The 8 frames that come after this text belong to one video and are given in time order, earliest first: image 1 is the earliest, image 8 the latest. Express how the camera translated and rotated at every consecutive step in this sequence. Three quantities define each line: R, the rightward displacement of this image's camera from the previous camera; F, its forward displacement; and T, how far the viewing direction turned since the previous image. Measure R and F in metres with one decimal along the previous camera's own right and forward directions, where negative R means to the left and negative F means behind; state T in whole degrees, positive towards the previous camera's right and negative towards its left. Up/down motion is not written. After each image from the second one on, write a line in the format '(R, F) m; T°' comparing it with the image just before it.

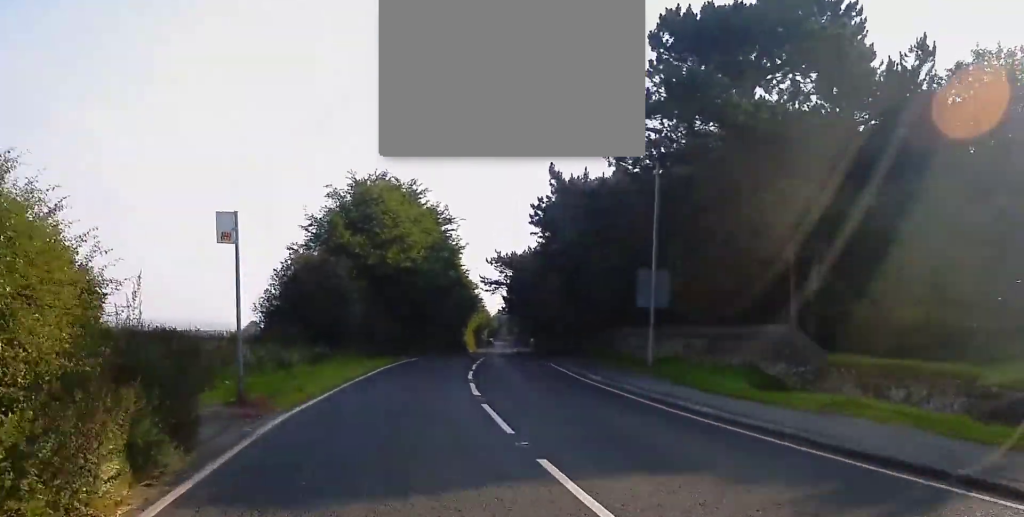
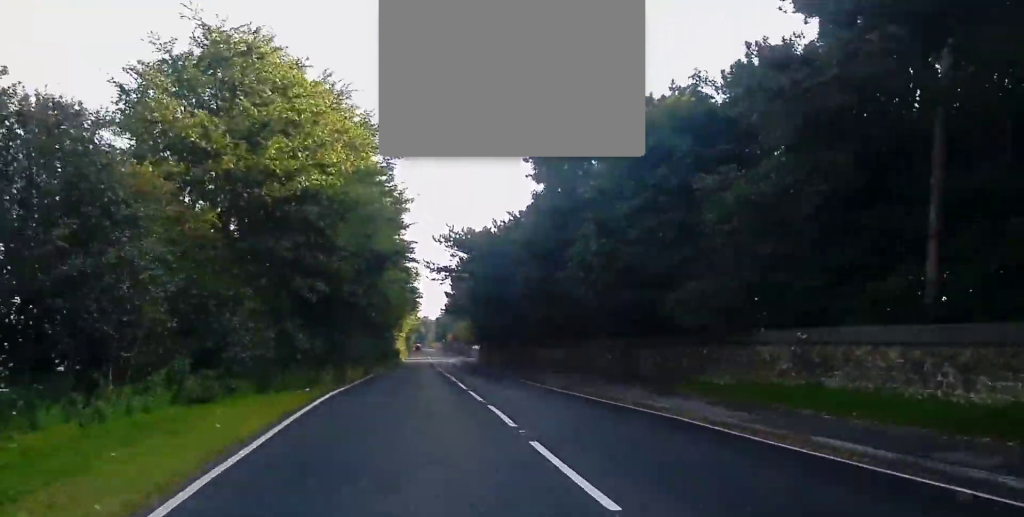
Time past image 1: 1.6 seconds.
(+0.7, +22.1) m; +4°
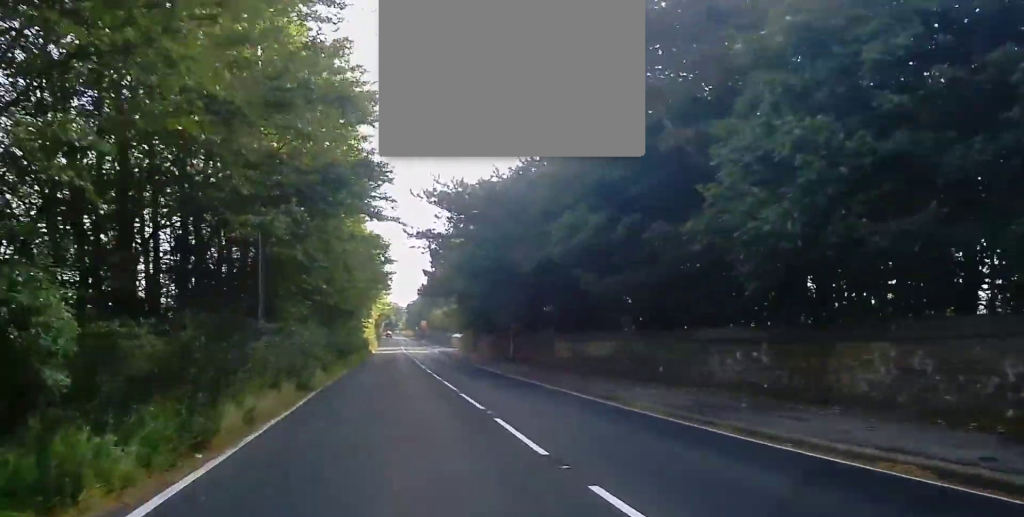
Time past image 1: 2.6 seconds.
(0.0, +14.6) m; +1°
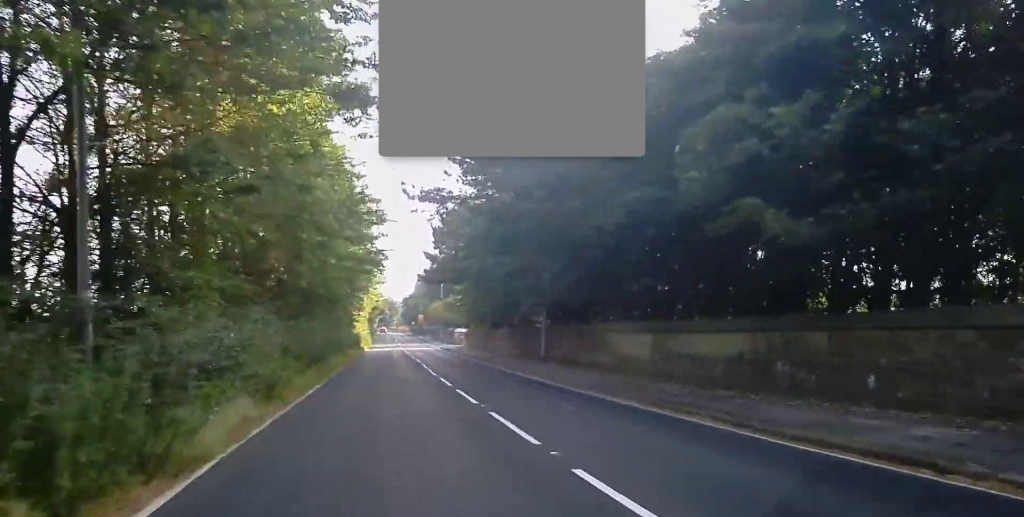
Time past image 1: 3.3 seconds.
(+0.1, +11.4) m; +2°
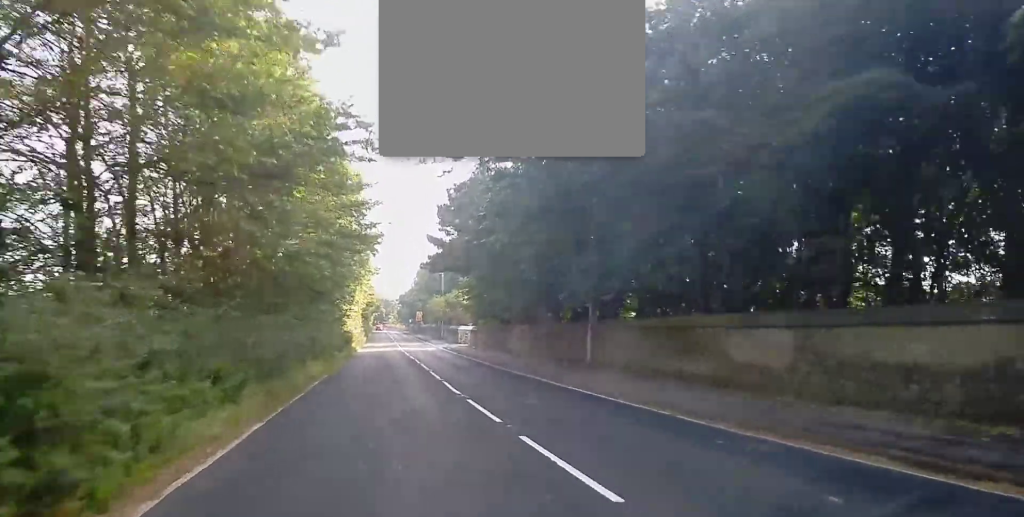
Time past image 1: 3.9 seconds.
(+0.1, +9.1) m; +2°
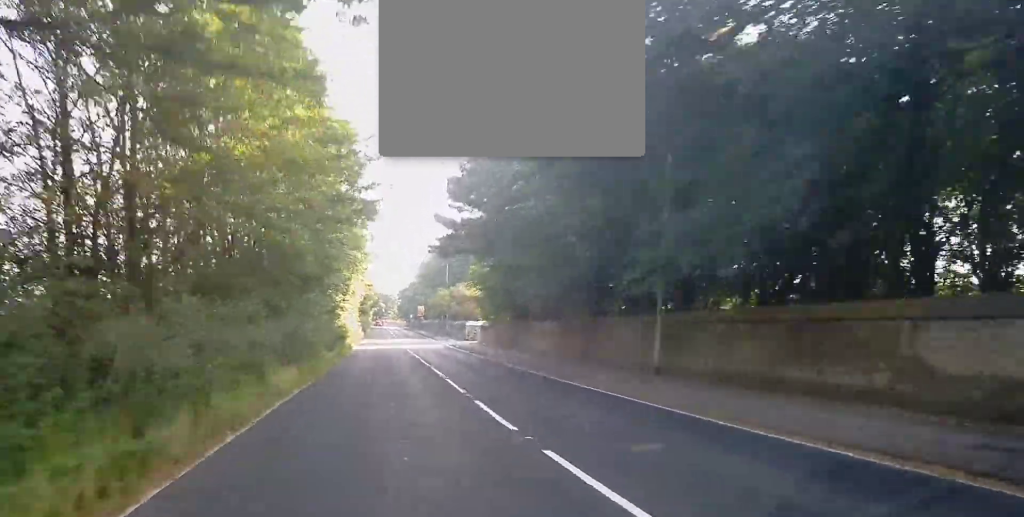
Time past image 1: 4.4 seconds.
(+0.1, +7.4) m; 0°
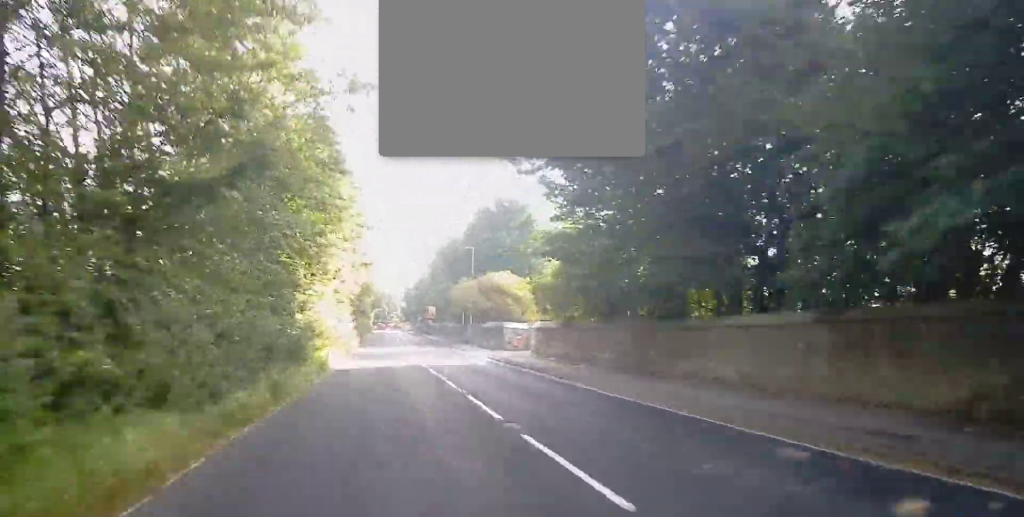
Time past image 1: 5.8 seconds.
(-0.3, +21.8) m; -1°
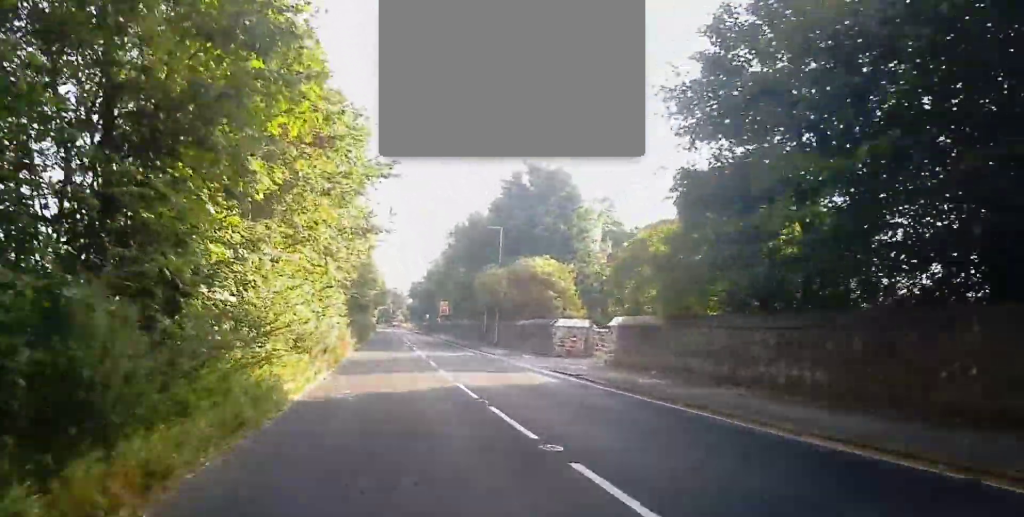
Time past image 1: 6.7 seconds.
(+0.1, +13.1) m; -1°
